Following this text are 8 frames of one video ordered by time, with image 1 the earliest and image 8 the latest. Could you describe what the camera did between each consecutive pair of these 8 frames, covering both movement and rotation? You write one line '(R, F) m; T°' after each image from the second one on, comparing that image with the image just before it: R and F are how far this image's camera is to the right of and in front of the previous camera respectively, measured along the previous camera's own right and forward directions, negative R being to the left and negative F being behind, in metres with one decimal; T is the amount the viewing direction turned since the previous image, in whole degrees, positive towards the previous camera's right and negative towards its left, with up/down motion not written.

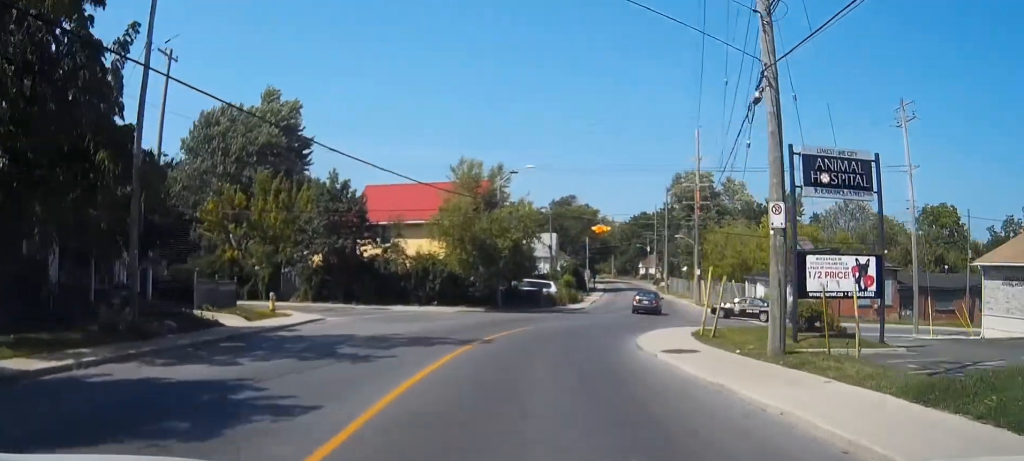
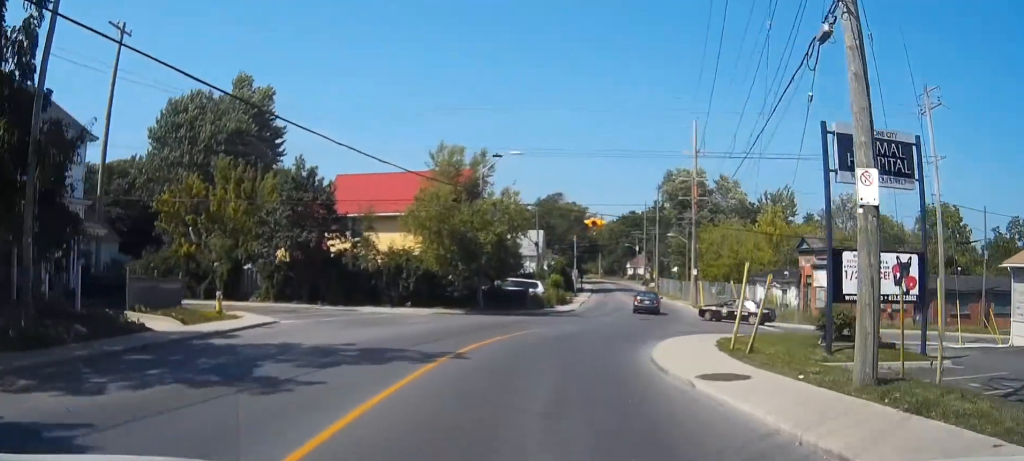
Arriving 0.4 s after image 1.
(0.0, +4.5) m; 0°
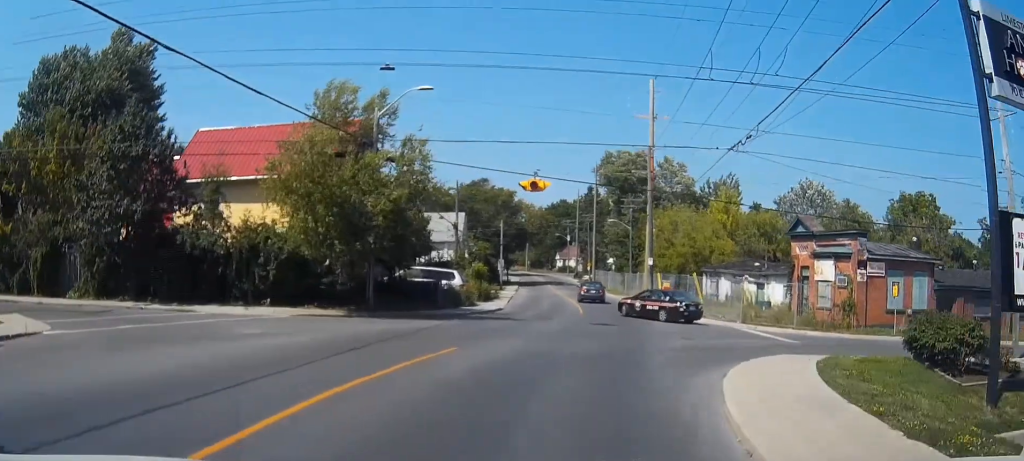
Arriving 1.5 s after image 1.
(0.0, +12.1) m; 0°
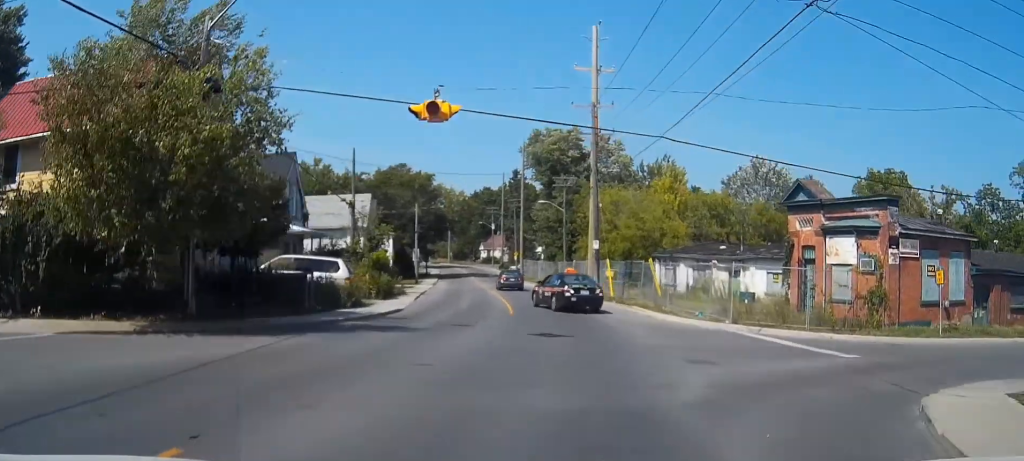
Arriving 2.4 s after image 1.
(0.0, +10.7) m; 0°
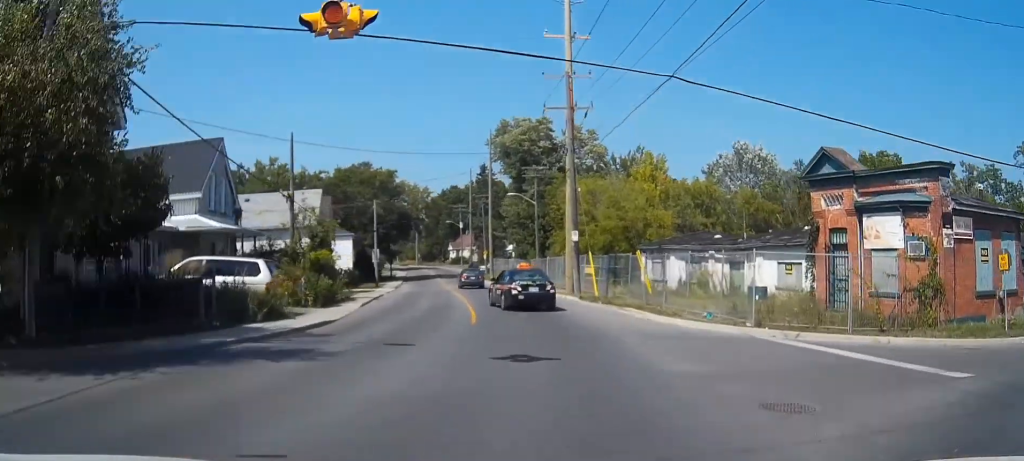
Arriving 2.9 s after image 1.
(0.0, +6.1) m; 0°
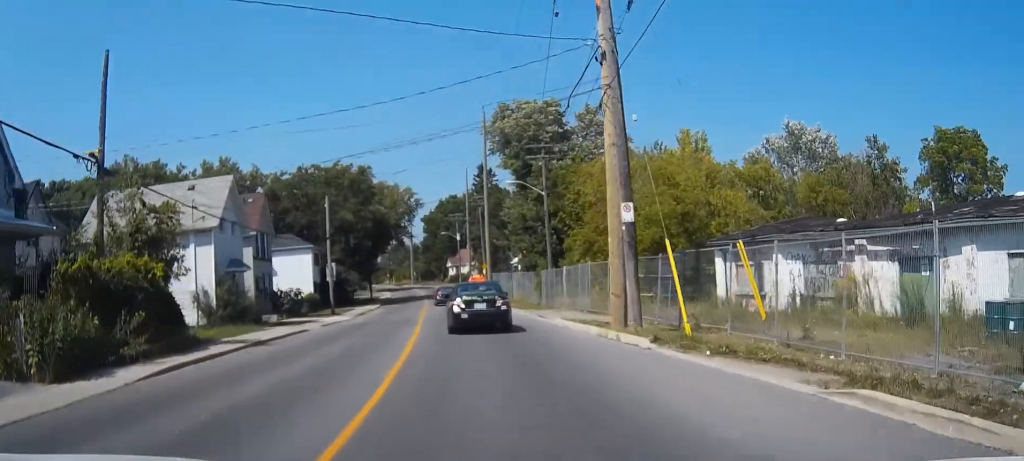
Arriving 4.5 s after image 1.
(0.0, +18.0) m; 0°
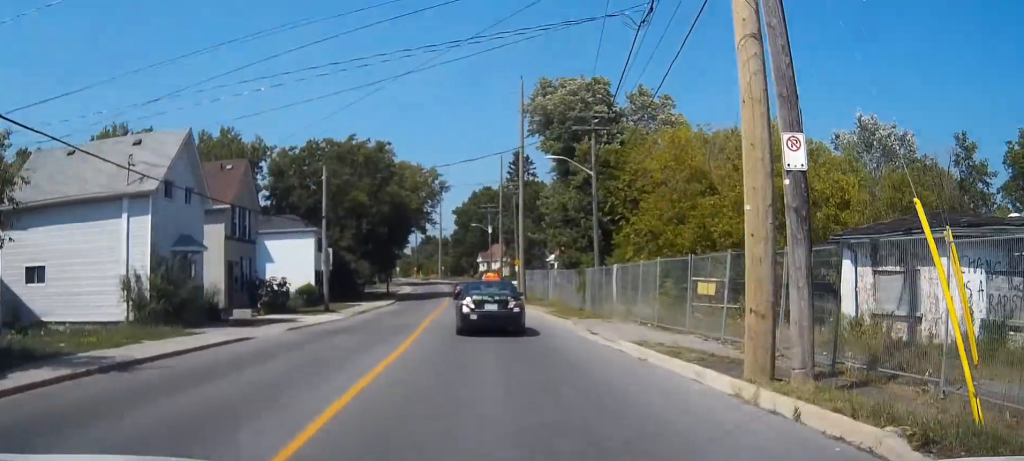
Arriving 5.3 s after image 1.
(0.0, +9.6) m; 0°
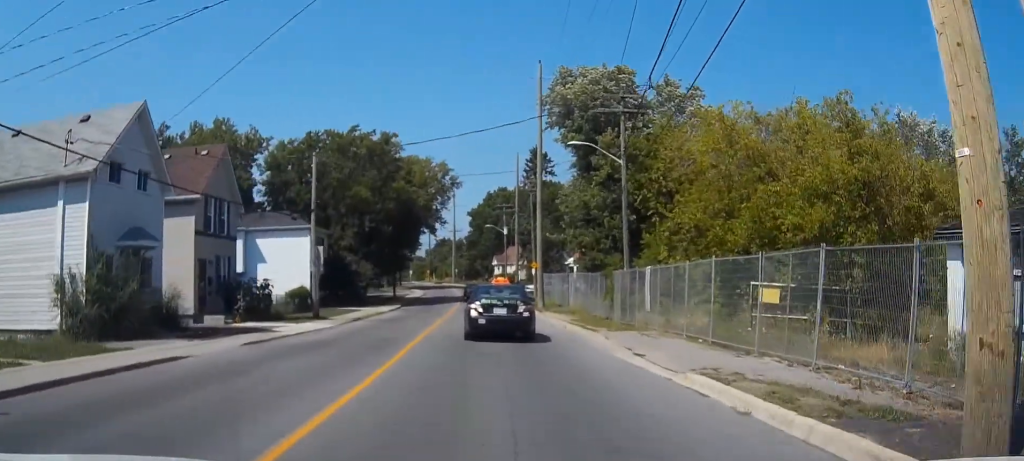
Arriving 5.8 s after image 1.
(0.0, +5.4) m; 0°
